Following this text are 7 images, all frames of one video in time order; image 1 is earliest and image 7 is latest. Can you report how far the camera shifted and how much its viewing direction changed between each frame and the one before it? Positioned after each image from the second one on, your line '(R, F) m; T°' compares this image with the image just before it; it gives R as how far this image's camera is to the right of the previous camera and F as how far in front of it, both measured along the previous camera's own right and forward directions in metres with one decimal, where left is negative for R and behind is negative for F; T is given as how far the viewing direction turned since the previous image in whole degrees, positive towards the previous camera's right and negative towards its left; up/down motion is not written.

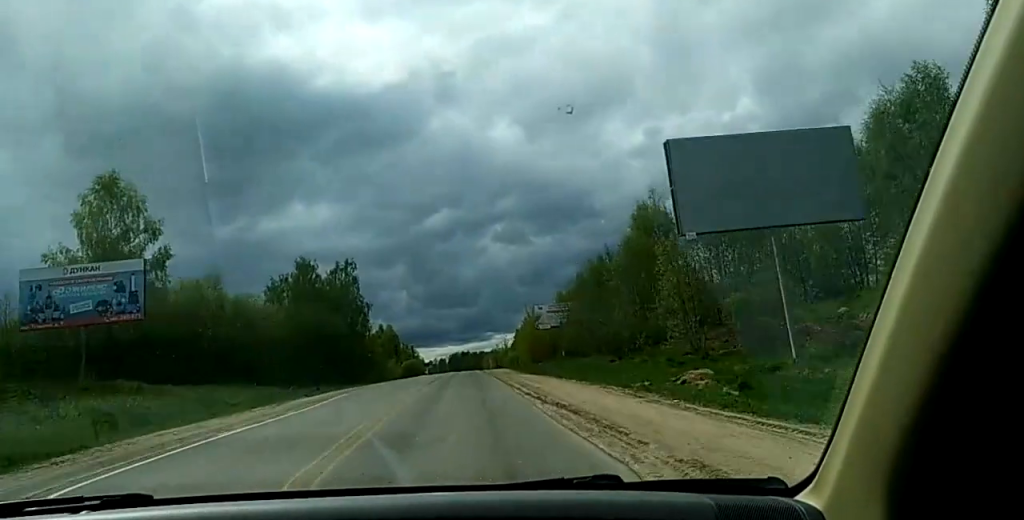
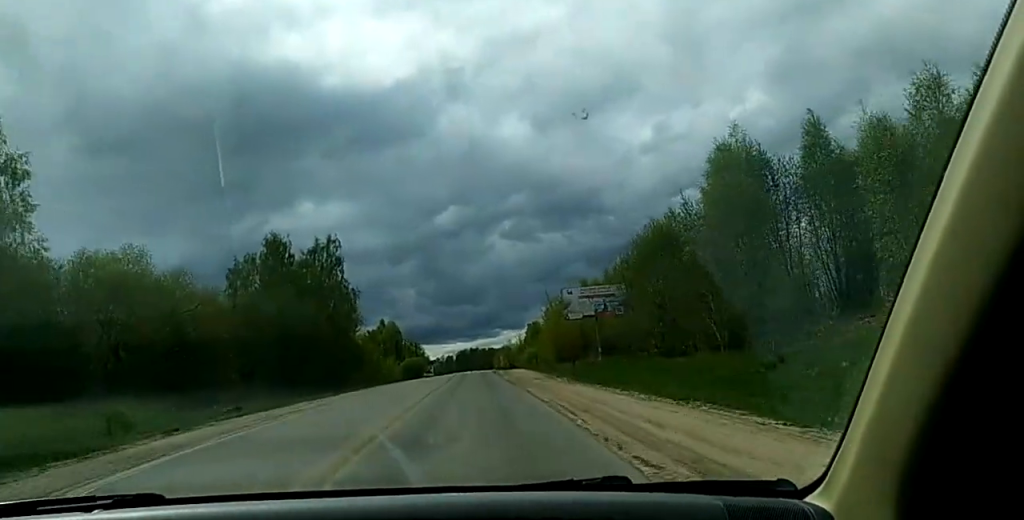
(+0.4, +21.8) m; +1°
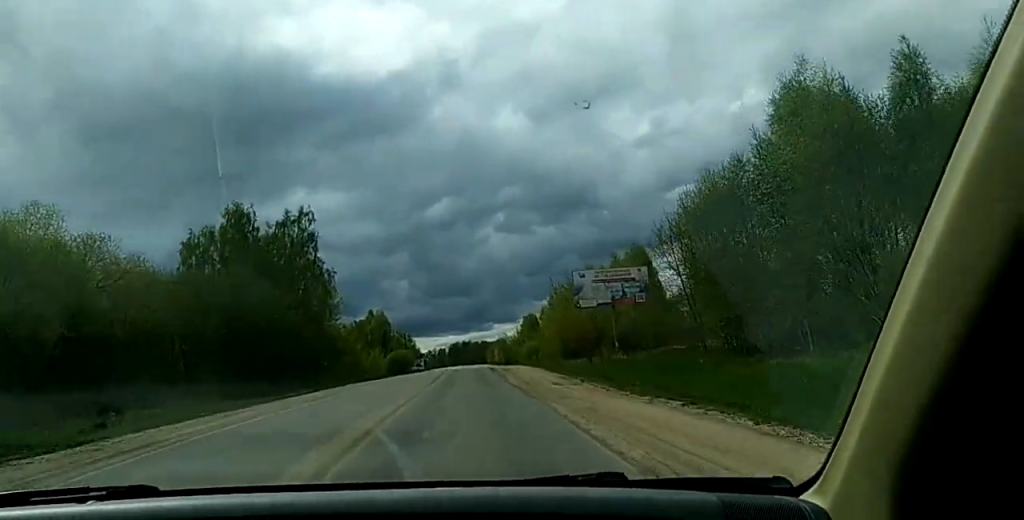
(0.0, +12.9) m; 0°
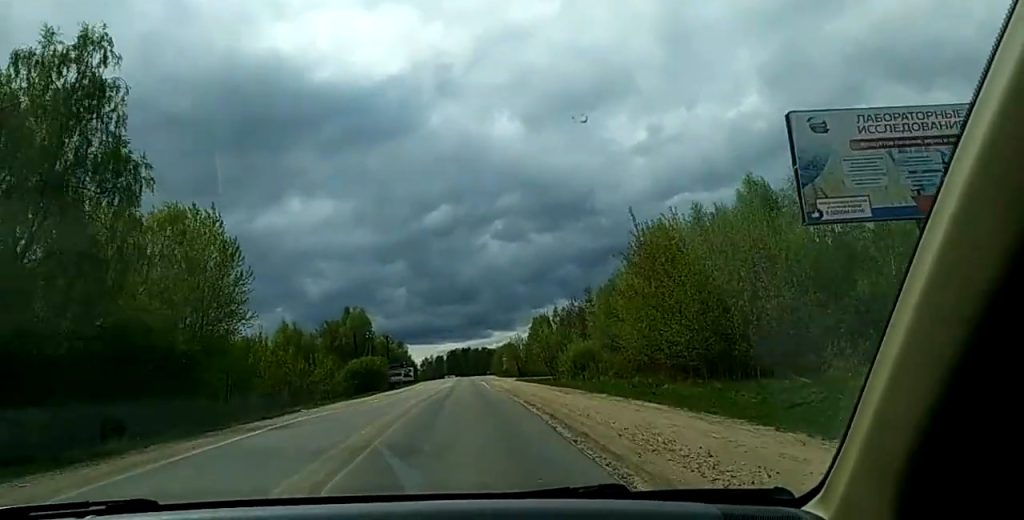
(-1.0, +46.5) m; -1°
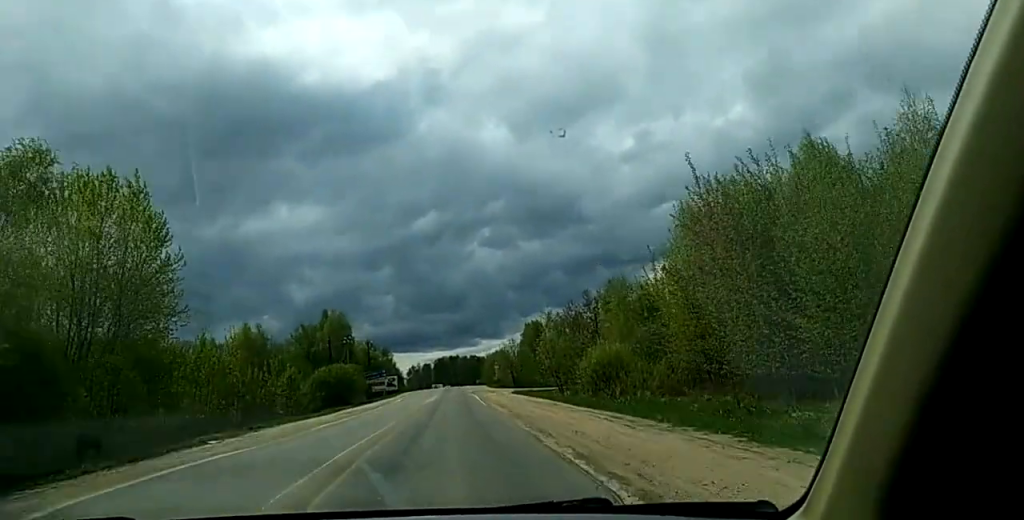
(+0.1, +14.6) m; +1°
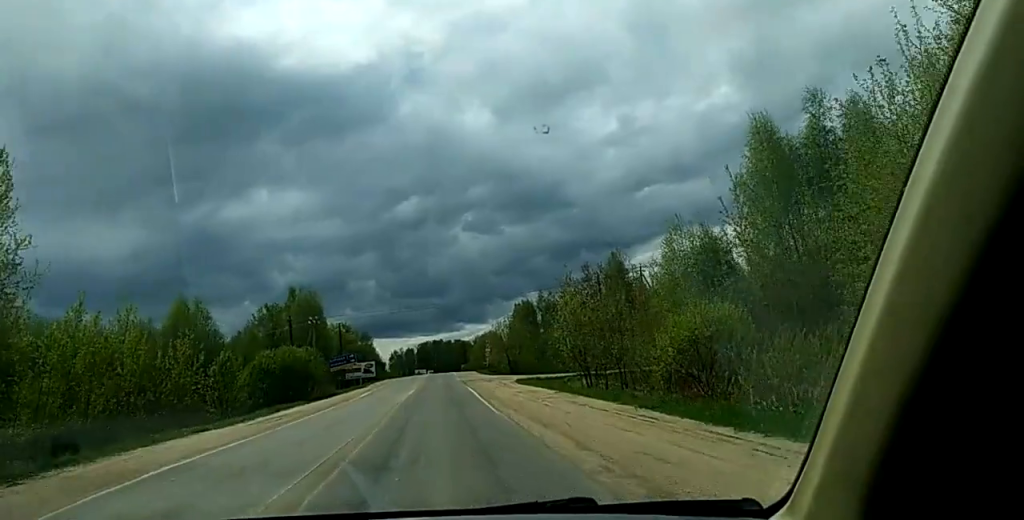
(+0.2, +18.4) m; 0°
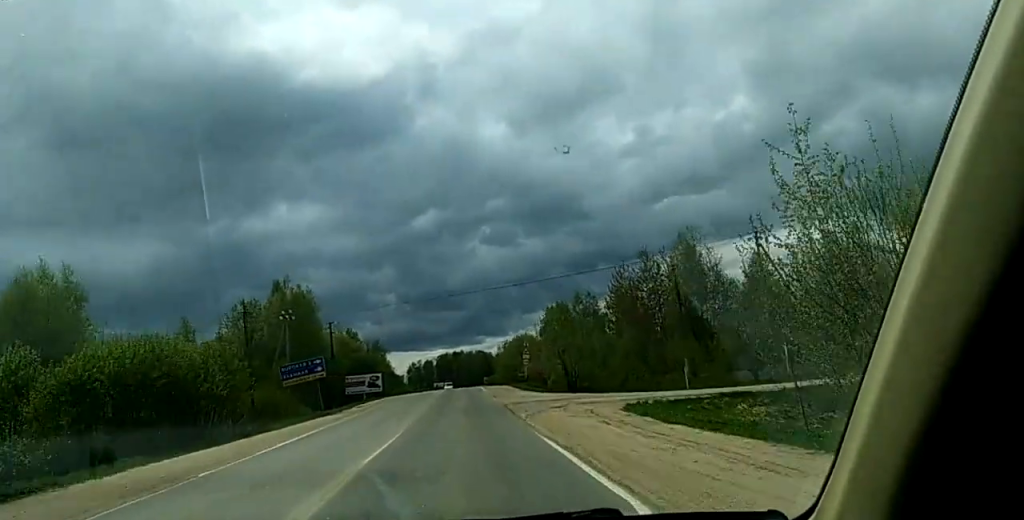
(+0.1, +32.8) m; 0°
